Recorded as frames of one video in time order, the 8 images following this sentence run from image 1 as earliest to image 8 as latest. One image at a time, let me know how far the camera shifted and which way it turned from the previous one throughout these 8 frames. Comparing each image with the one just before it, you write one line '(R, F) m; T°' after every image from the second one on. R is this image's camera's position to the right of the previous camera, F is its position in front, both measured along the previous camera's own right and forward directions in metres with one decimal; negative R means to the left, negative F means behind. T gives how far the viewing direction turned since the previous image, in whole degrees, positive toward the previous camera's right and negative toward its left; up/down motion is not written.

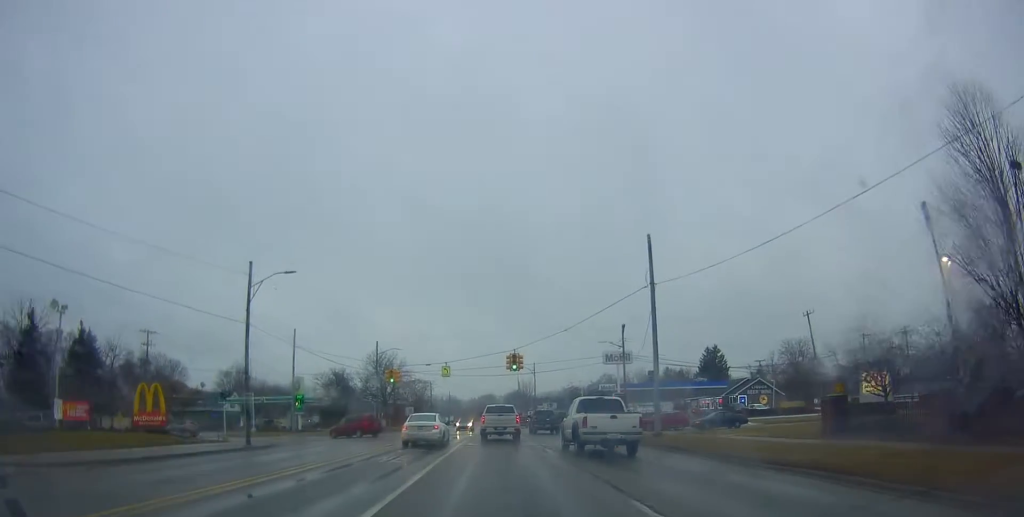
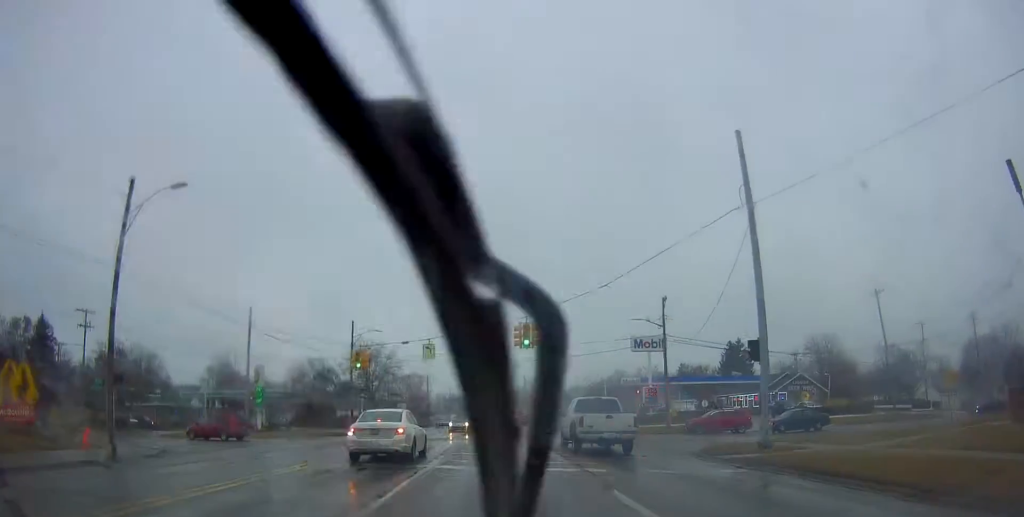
(-0.2, +13.2) m; -2°
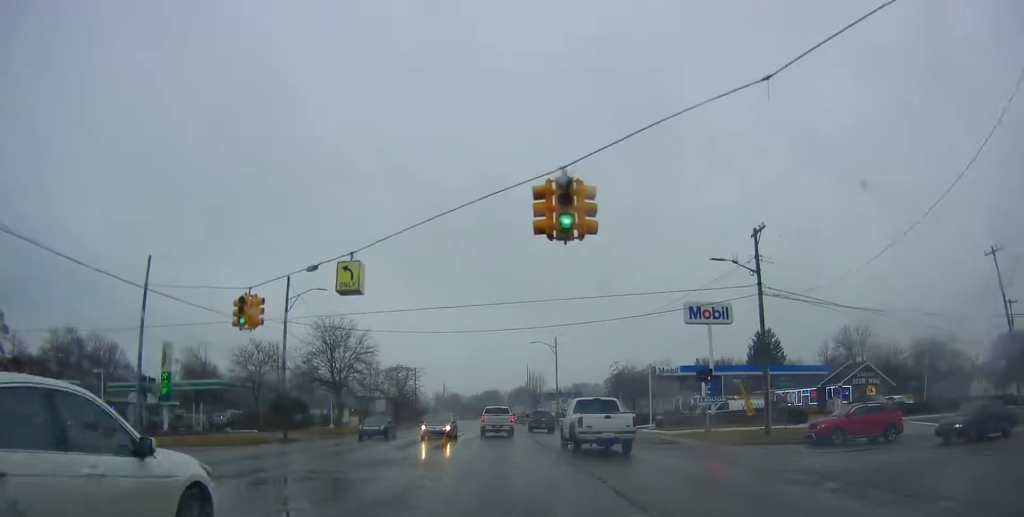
(+0.1, +17.1) m; +2°
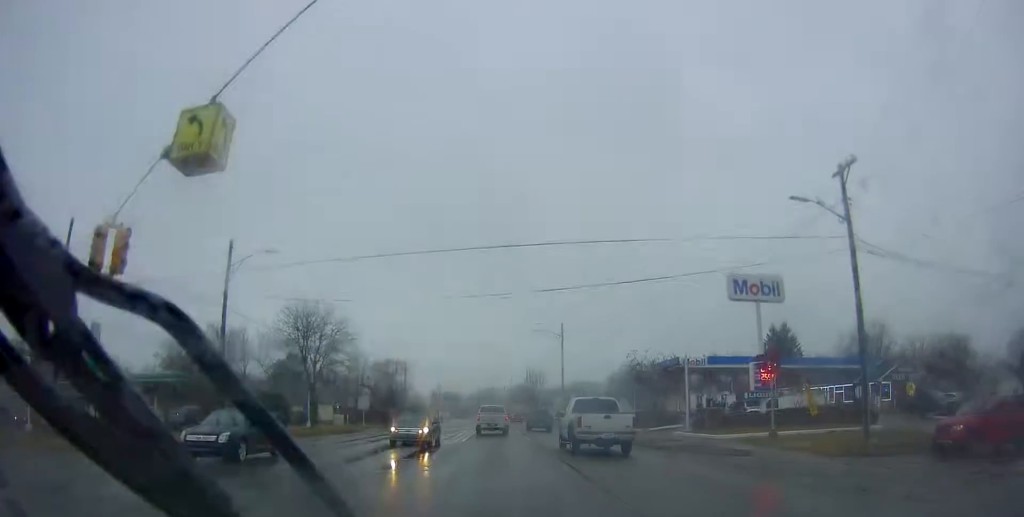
(+0.1, +8.7) m; 0°
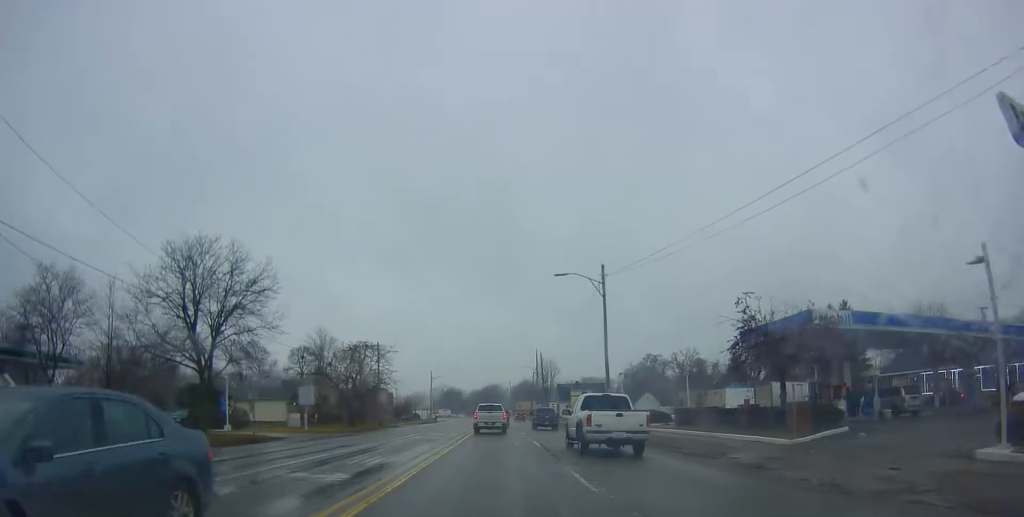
(0.0, +22.5) m; -3°
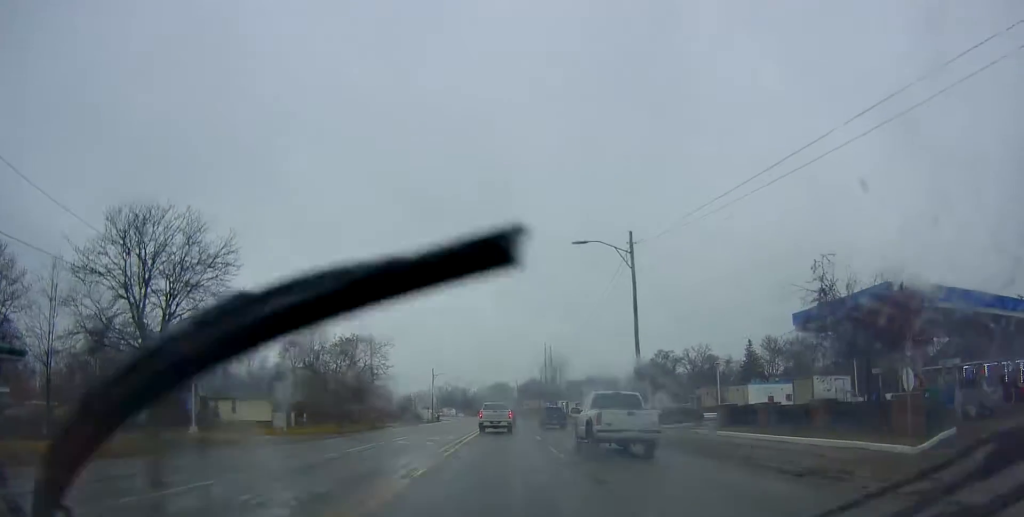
(-0.3, +6.8) m; 0°
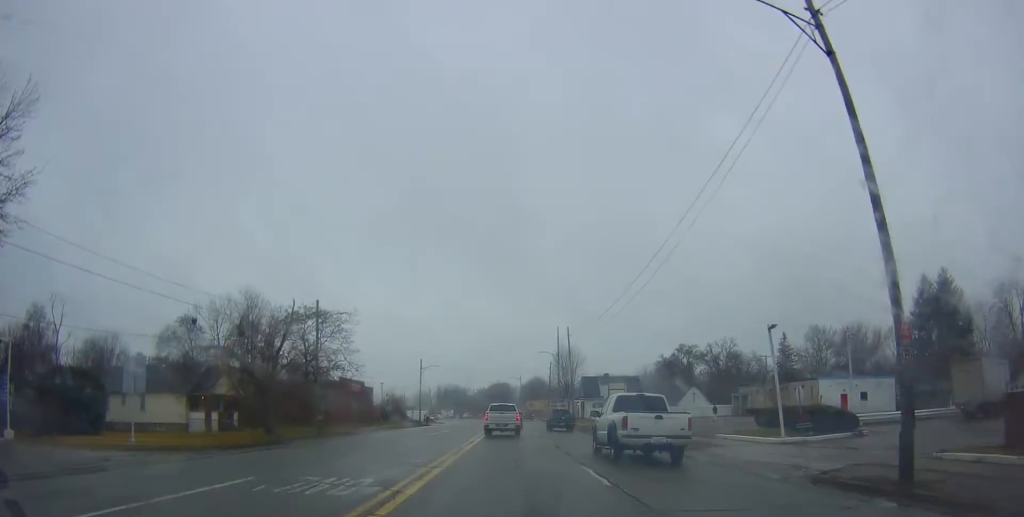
(+0.1, +19.7) m; 0°
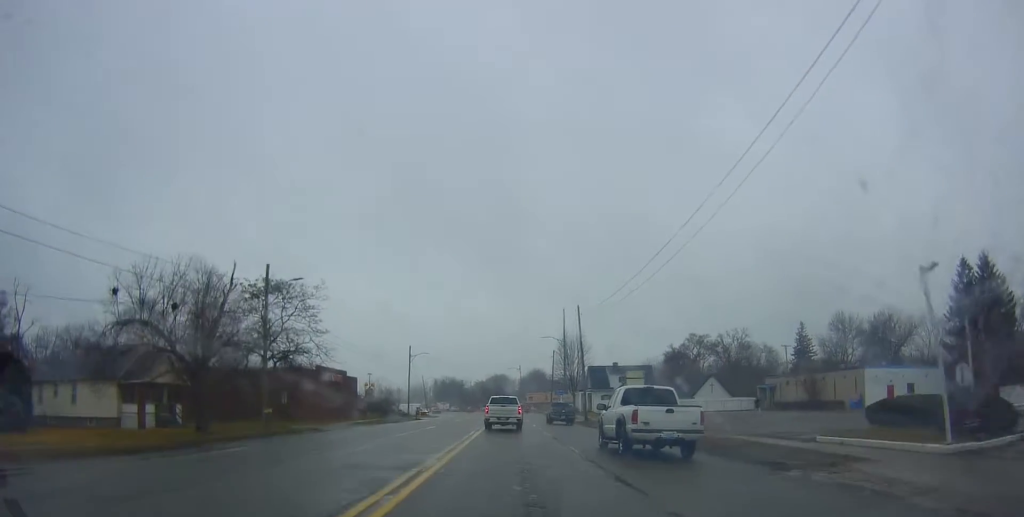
(+0.1, +9.9) m; 0°
